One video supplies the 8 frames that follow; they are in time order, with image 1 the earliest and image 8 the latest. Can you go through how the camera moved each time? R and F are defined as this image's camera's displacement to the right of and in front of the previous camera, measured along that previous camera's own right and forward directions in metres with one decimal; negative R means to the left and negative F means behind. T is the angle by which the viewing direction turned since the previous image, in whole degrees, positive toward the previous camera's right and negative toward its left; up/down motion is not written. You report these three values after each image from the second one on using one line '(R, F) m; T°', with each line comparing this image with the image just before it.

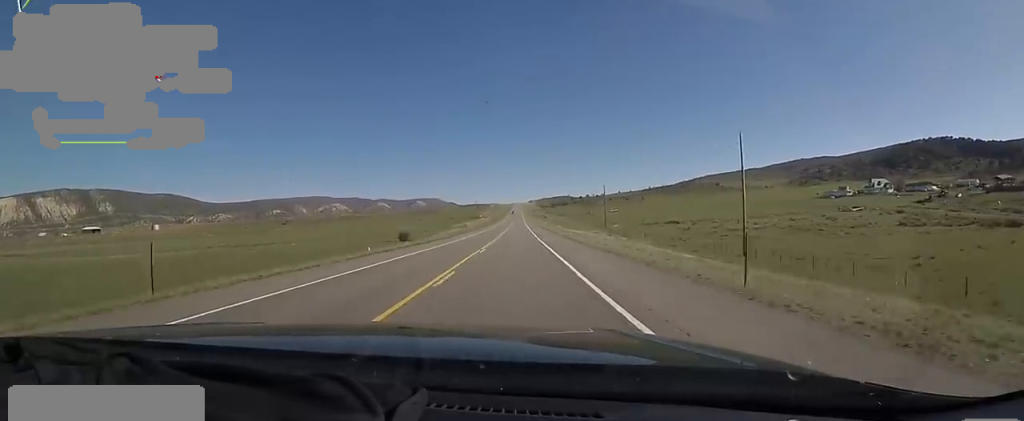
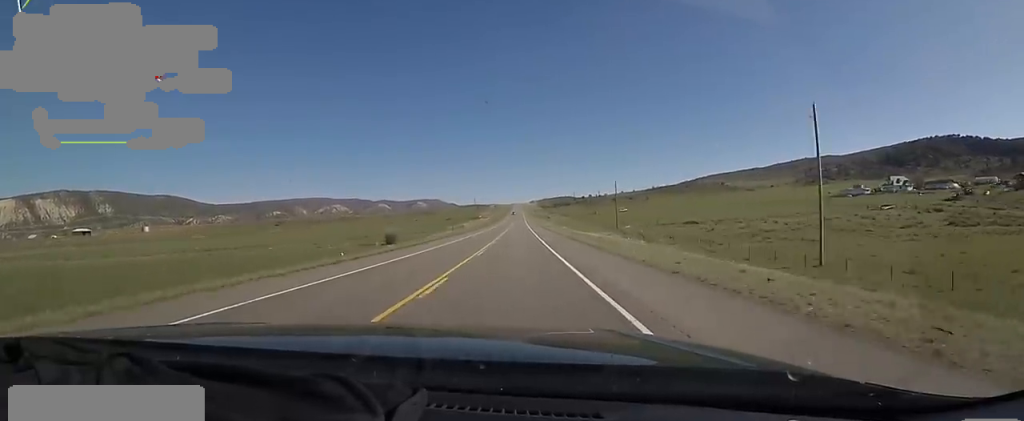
(-0.5, +13.8) m; 0°
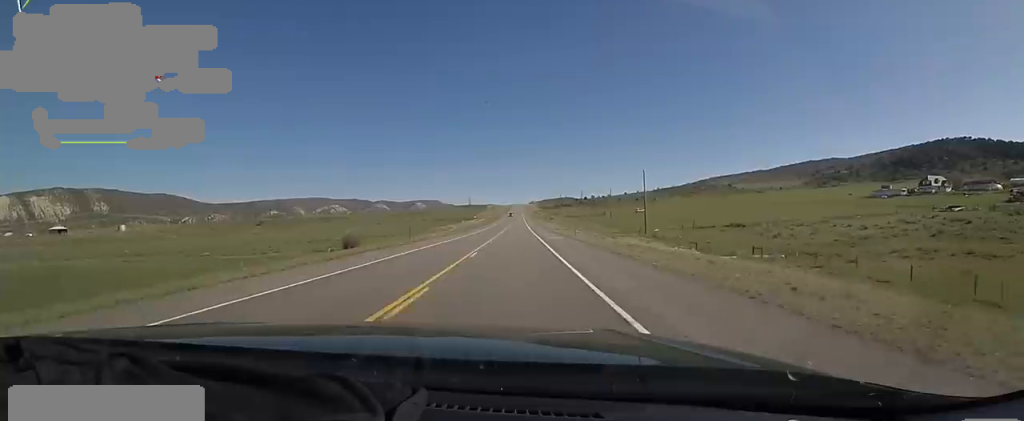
(+0.6, +26.7) m; 0°
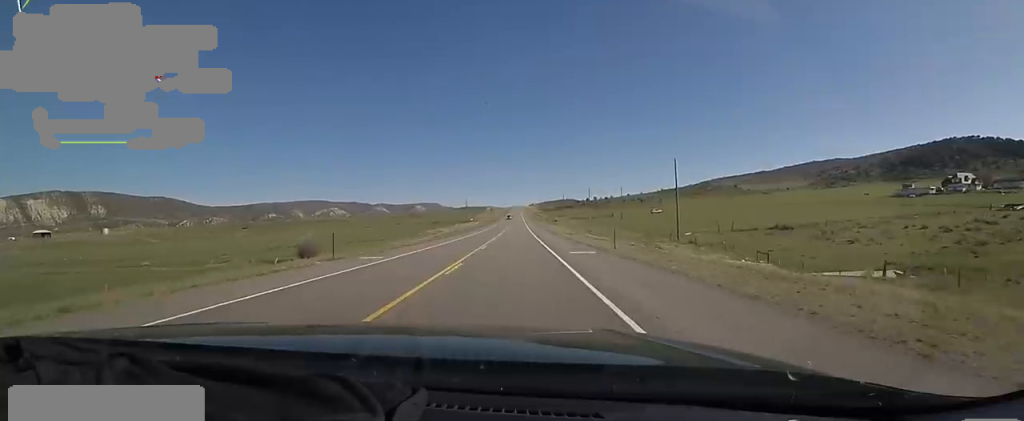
(+0.2, +18.1) m; 0°
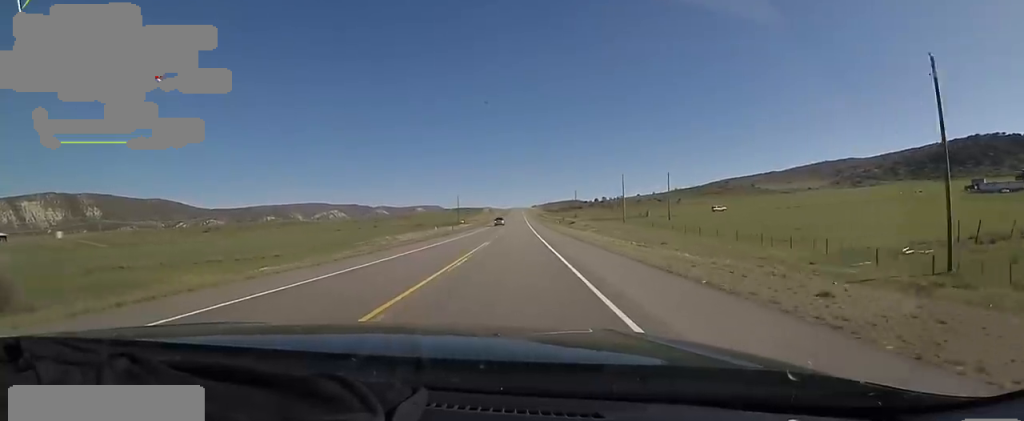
(-0.3, +46.4) m; 0°
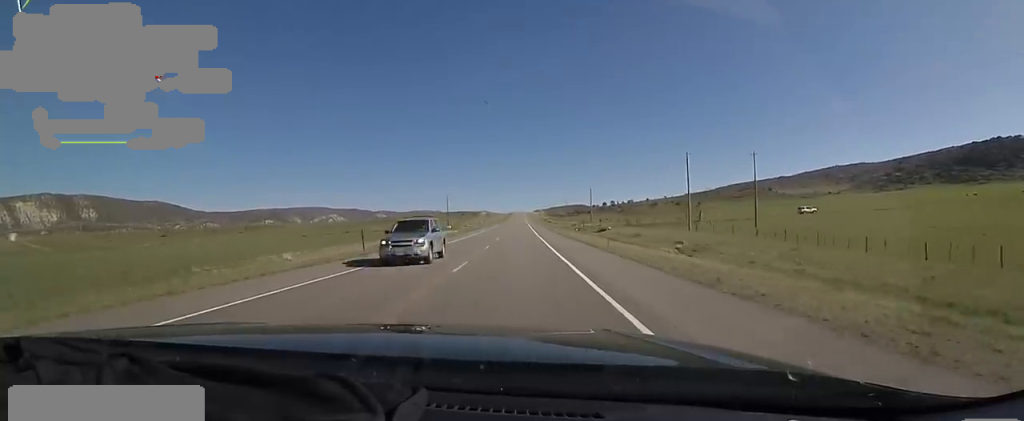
(-0.6, +38.6) m; 0°
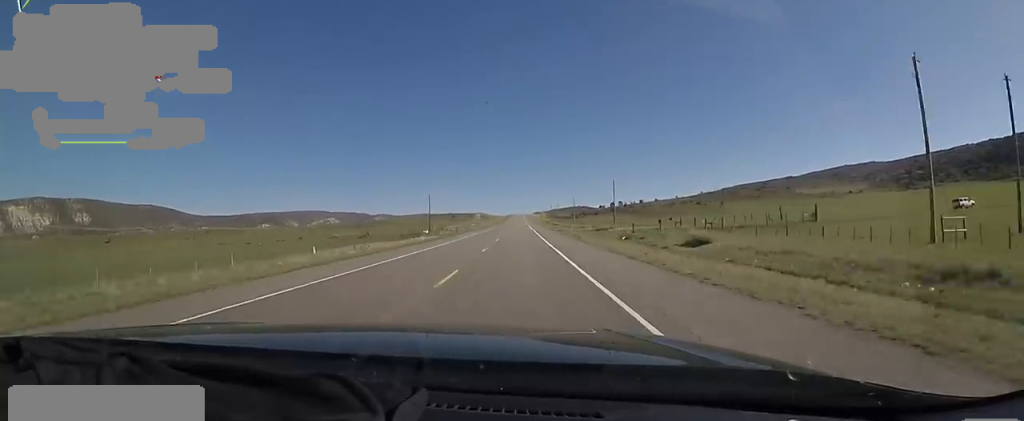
(+0.9, +39.4) m; 0°
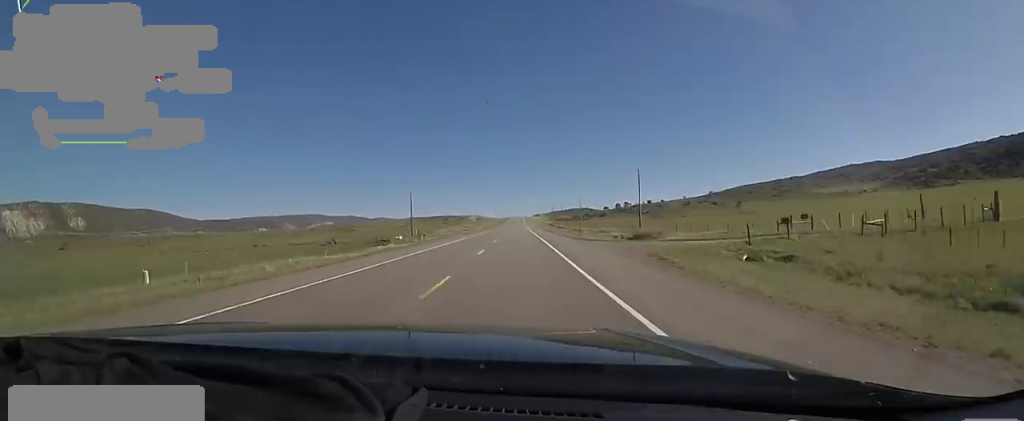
(-1.0, +25.9) m; 0°
